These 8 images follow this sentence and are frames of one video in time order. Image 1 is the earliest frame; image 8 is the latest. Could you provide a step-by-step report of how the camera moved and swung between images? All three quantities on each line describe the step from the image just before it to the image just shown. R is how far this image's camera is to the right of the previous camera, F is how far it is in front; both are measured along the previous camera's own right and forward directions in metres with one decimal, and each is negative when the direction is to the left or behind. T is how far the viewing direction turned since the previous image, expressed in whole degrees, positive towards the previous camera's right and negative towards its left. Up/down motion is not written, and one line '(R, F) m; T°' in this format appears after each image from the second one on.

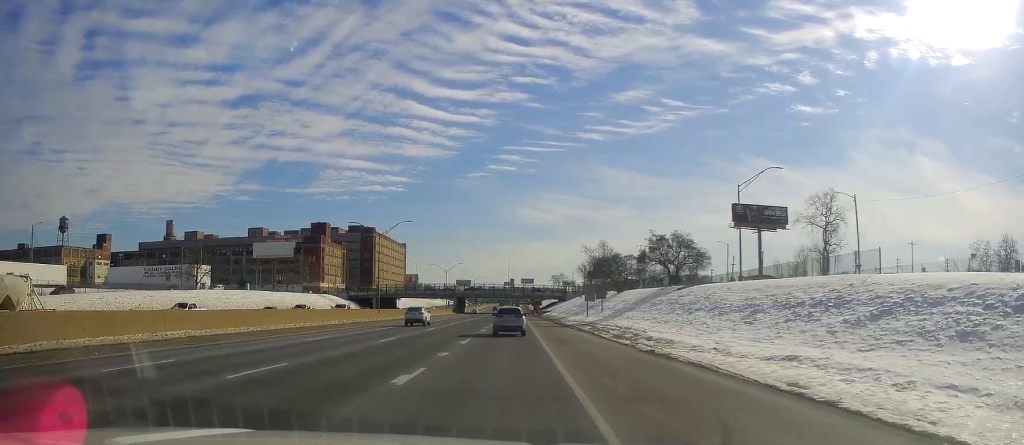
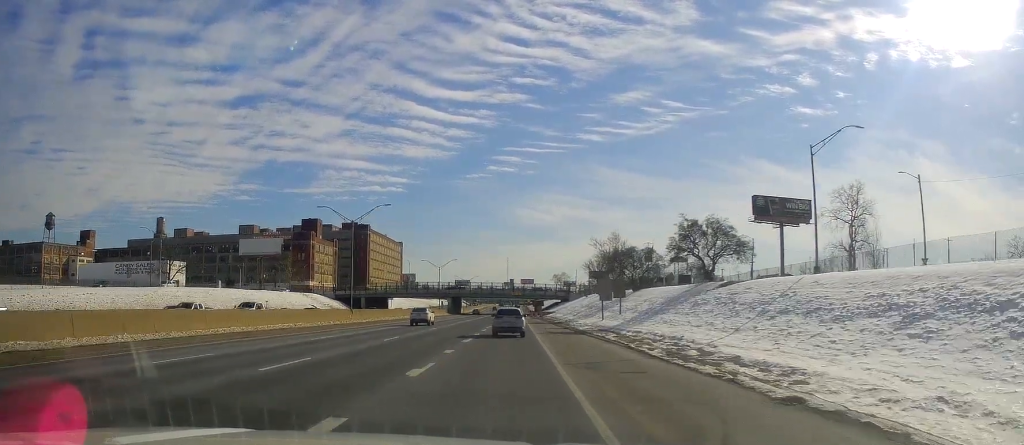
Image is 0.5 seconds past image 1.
(-0.2, +13.4) m; 0°
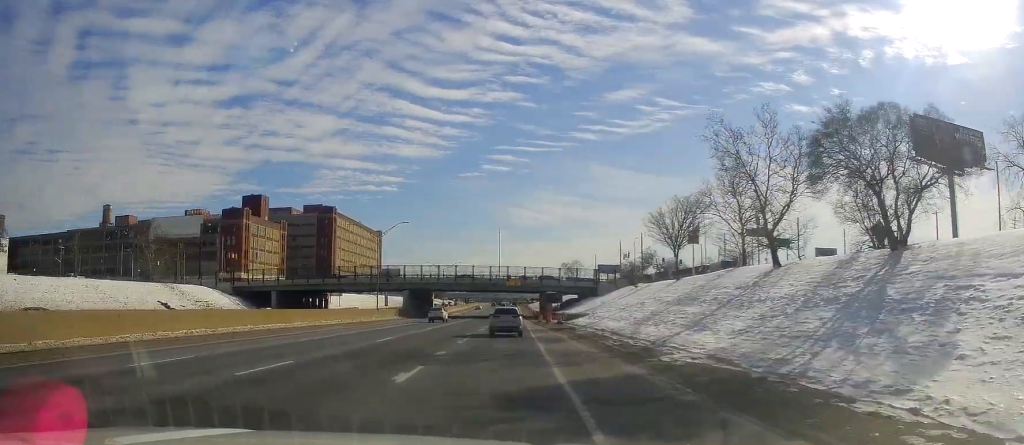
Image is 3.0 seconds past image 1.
(+0.8, +61.5) m; +1°
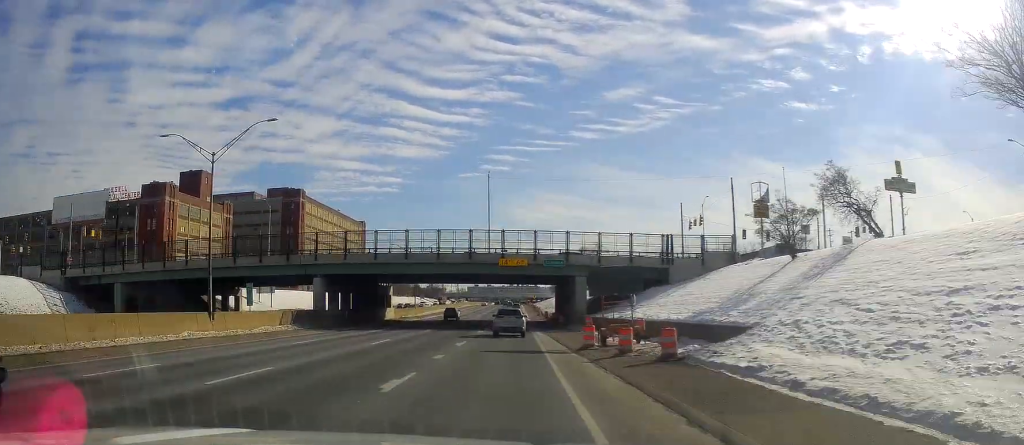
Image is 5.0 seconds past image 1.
(-1.1, +44.8) m; -1°
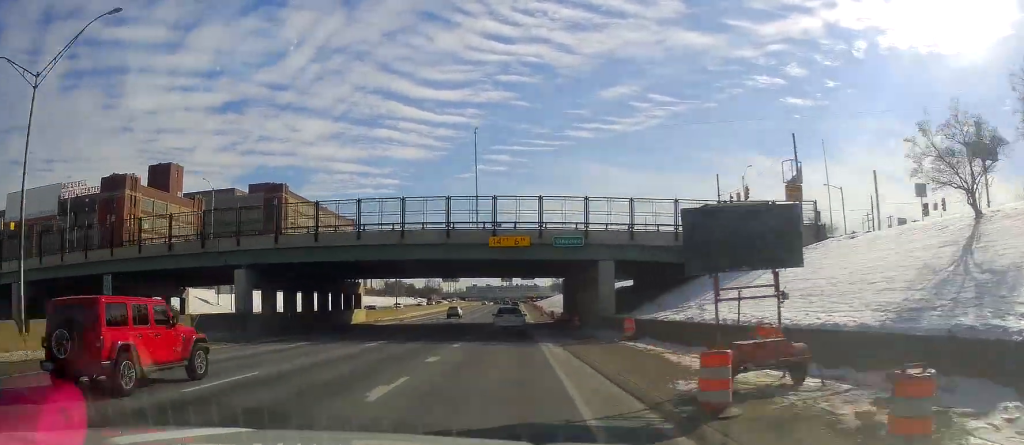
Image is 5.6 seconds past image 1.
(+0.1, +15.1) m; +1°
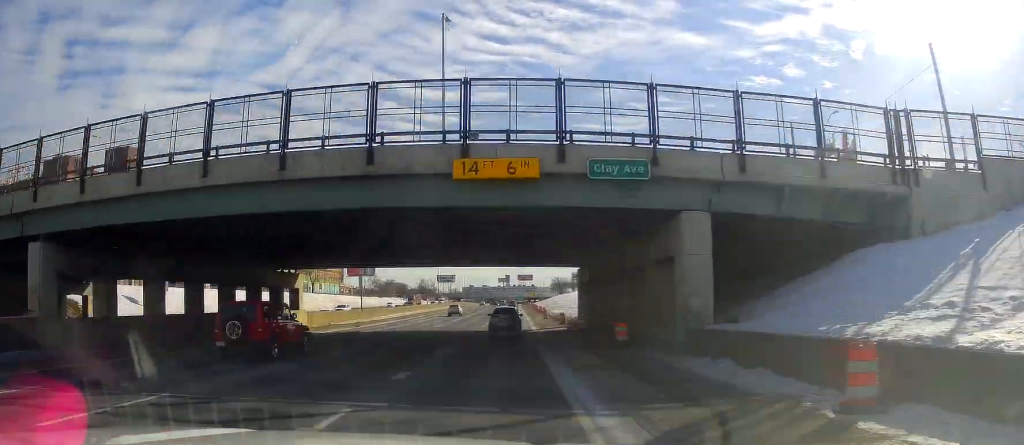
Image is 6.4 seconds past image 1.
(+0.2, +19.4) m; +1°
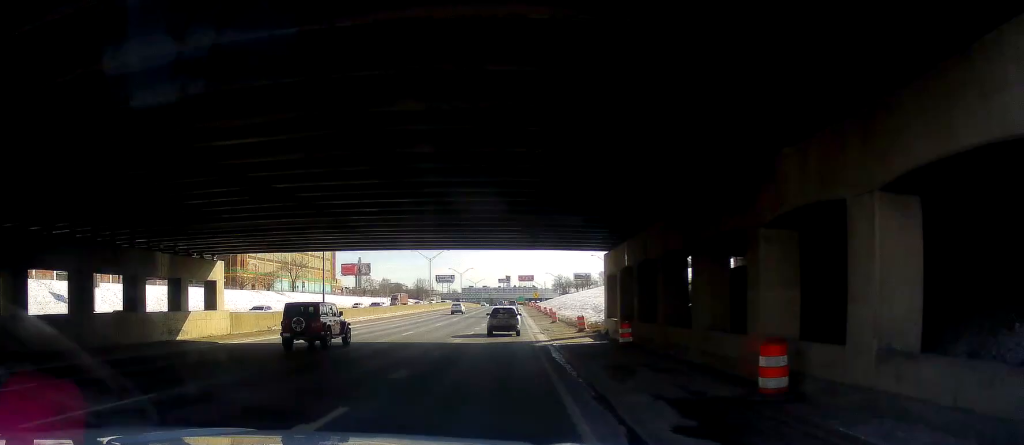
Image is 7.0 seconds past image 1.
(0.0, +16.4) m; 0°
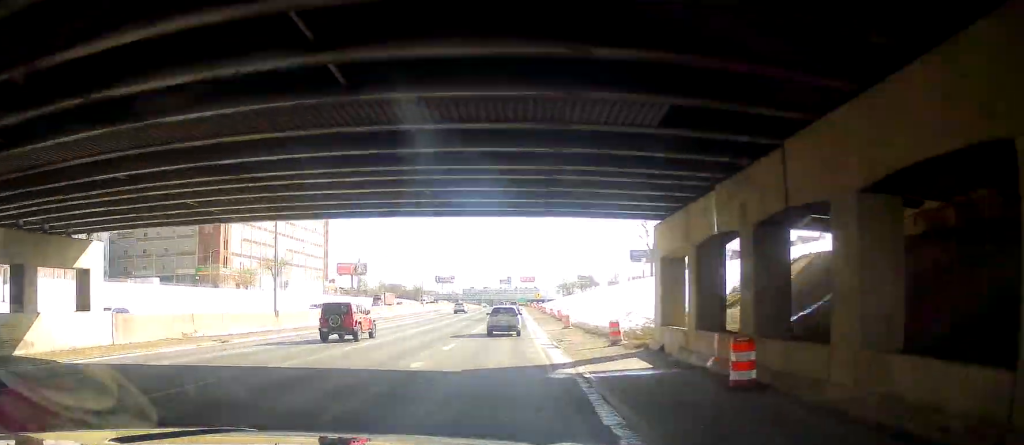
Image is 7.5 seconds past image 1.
(0.0, +13.4) m; 0°
